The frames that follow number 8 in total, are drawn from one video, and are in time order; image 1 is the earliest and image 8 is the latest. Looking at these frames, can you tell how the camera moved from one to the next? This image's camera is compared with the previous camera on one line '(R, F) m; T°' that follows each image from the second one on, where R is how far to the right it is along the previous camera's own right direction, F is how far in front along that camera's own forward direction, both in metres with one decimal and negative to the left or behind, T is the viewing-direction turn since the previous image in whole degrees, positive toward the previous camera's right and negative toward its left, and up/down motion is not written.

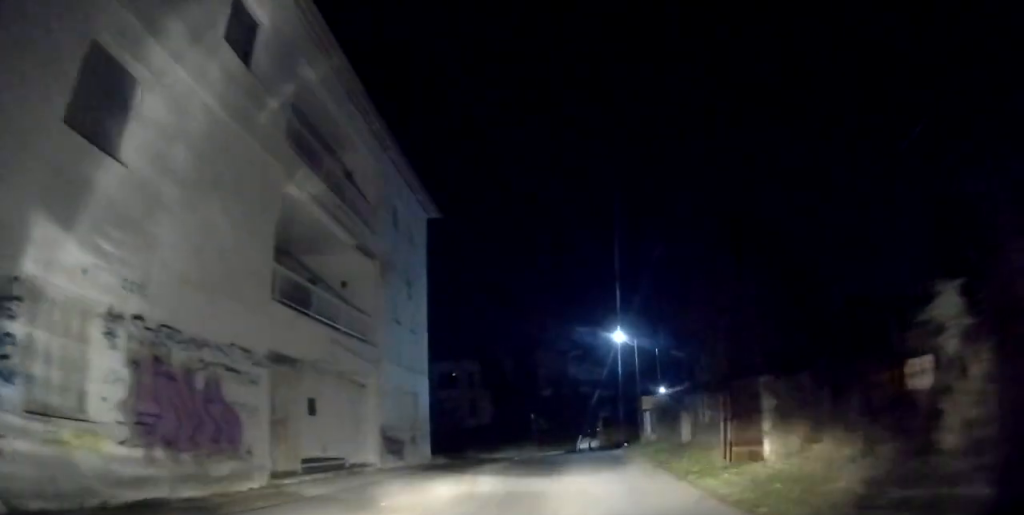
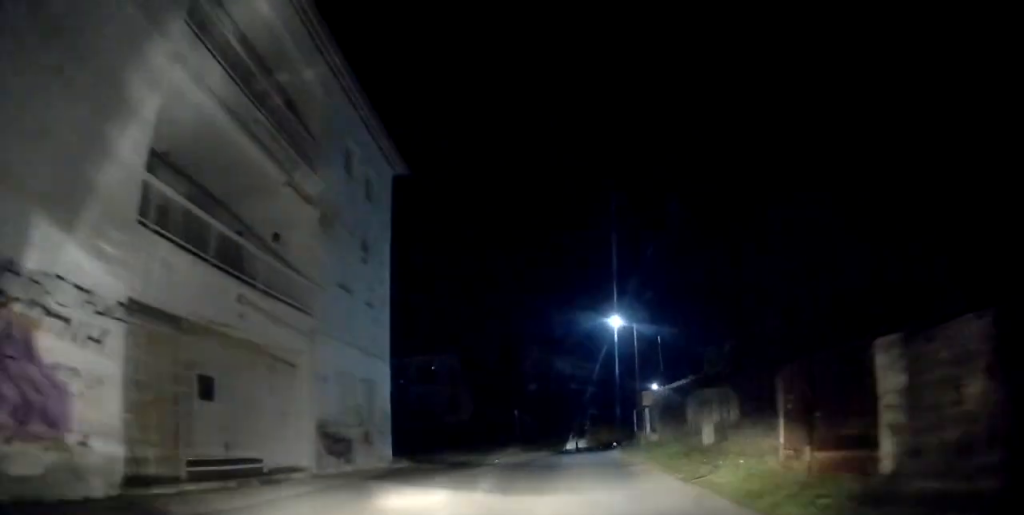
(+0.2, +3.7) m; +2°
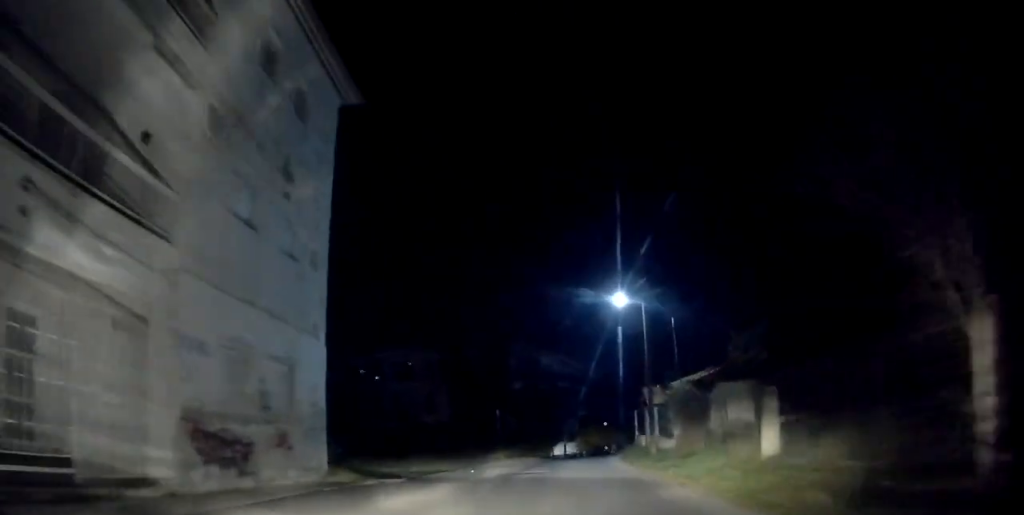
(+0.6, +4.7) m; +2°
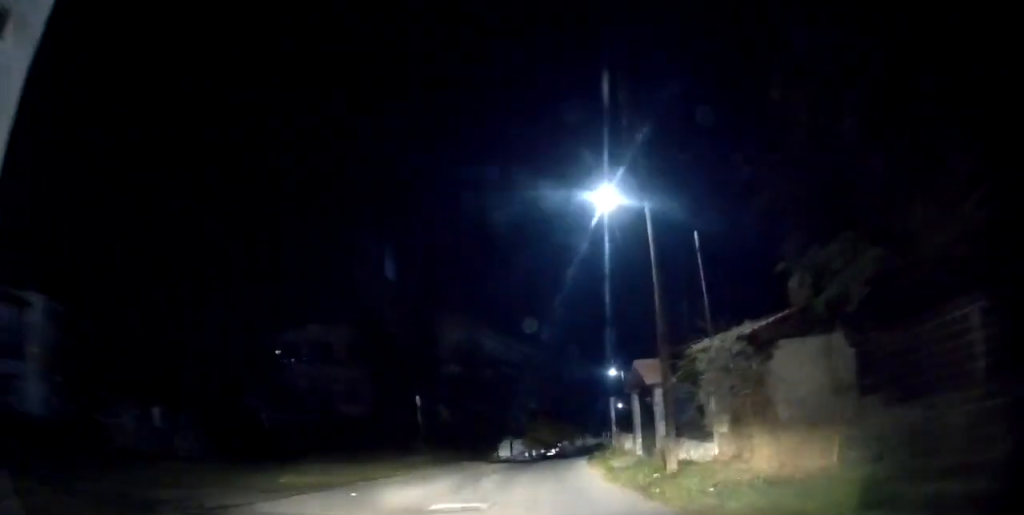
(-0.4, +8.9) m; +2°
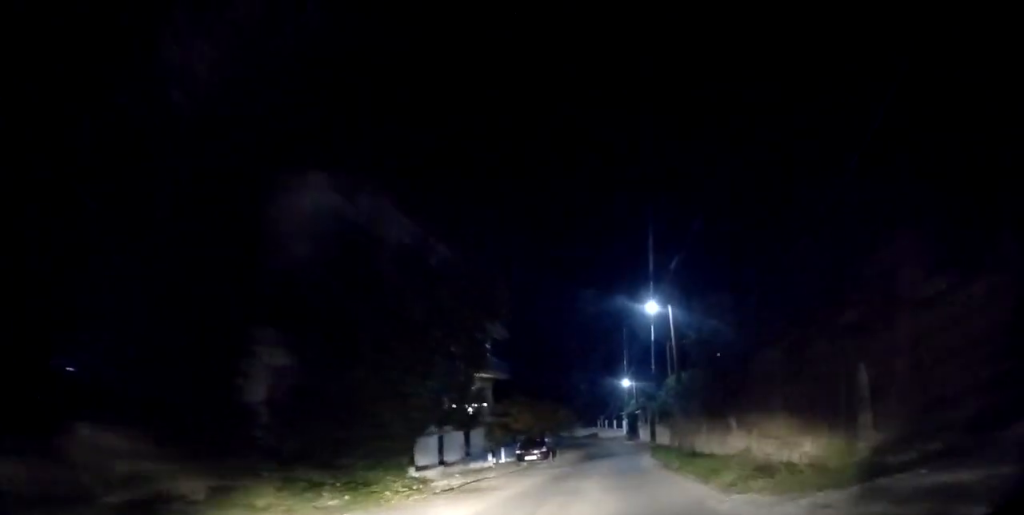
(+2.4, +22.5) m; +8°
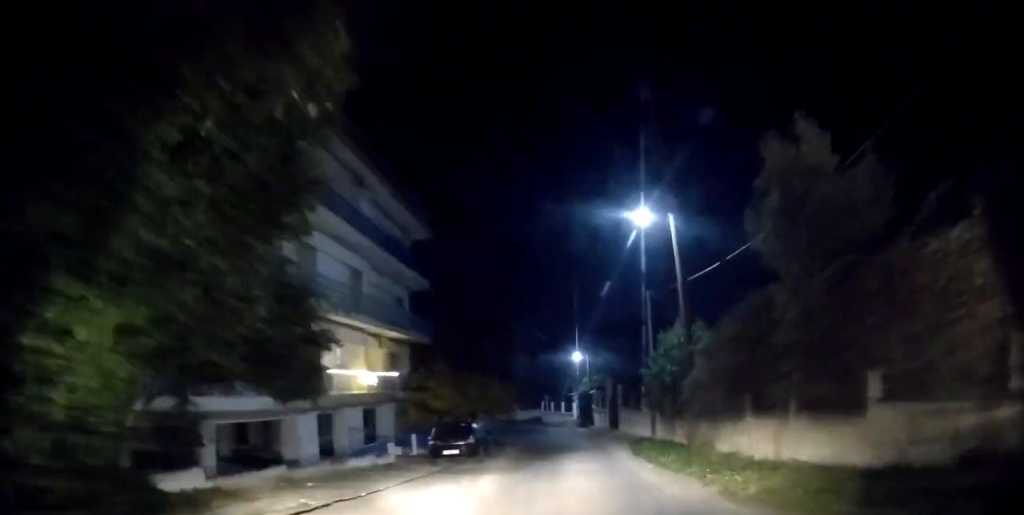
(+0.3, +9.5) m; +3°
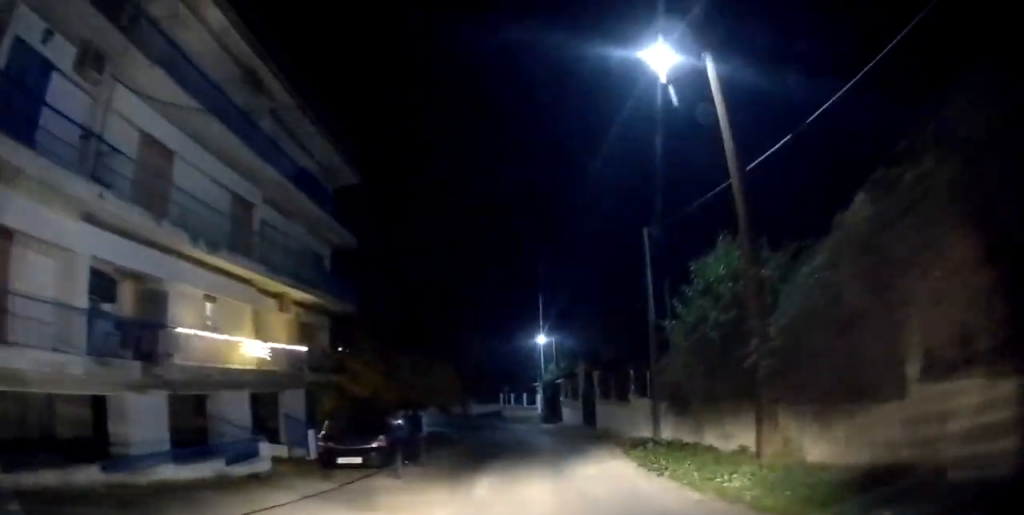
(0.0, +6.8) m; +2°
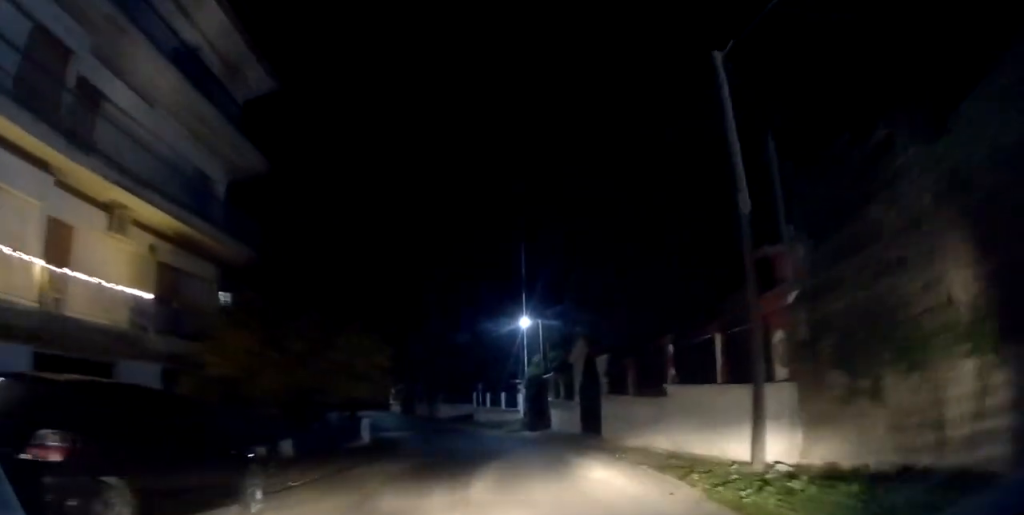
(+0.3, +8.3) m; +3°
